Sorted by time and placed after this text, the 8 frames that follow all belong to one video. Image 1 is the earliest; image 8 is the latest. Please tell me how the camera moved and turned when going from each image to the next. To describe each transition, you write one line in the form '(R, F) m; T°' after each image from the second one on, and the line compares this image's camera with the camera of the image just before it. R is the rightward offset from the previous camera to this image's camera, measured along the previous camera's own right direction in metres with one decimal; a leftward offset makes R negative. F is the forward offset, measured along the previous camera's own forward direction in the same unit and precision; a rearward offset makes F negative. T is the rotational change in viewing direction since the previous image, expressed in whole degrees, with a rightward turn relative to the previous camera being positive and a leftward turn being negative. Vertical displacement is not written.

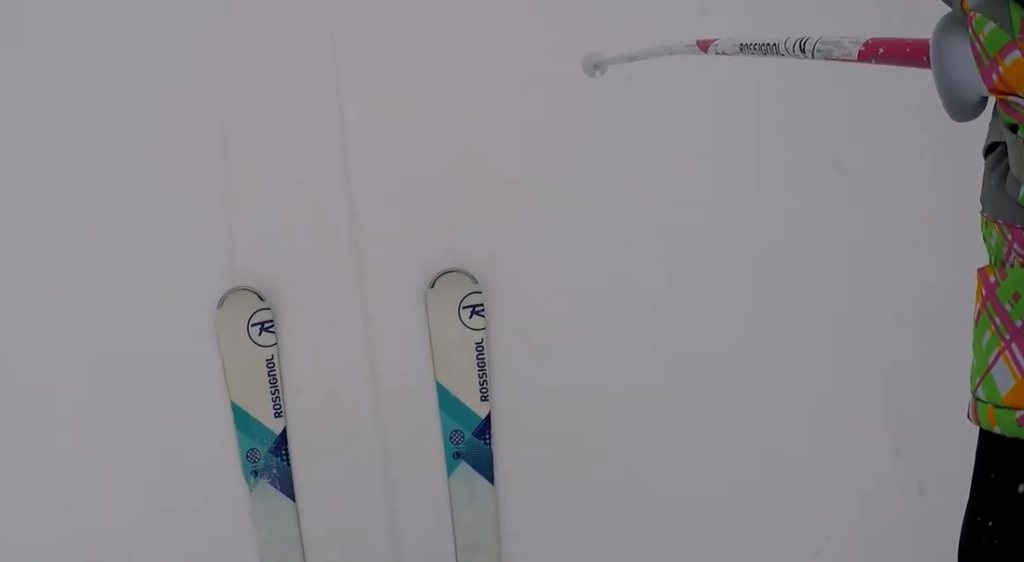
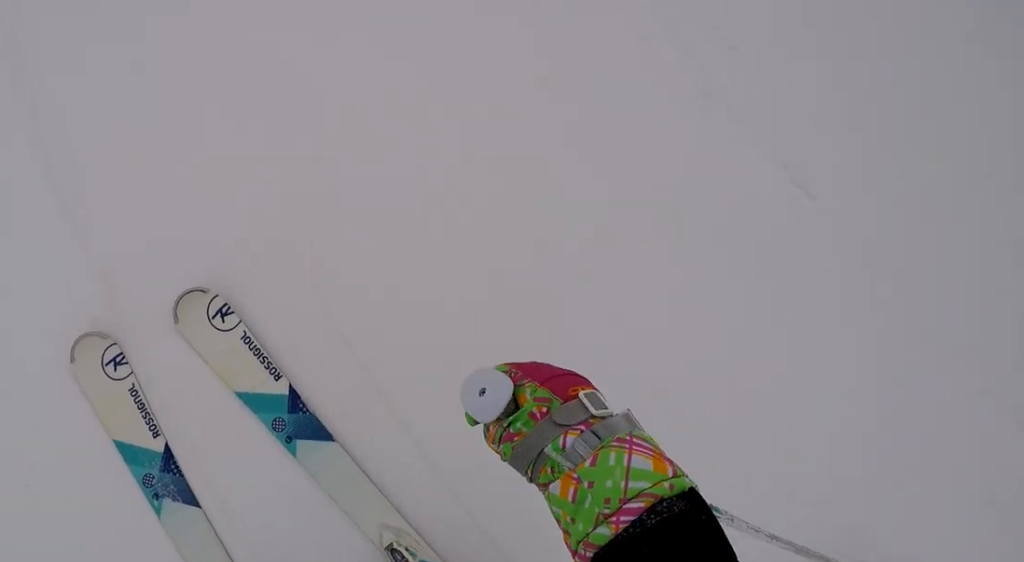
(-0.2, +2.9) m; -10°
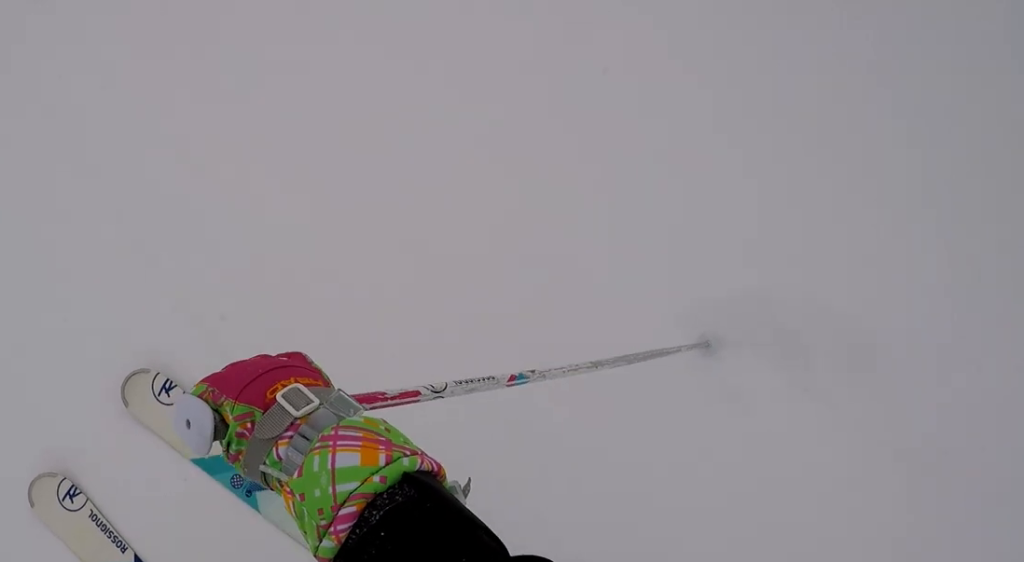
(-0.5, +1.8) m; +5°
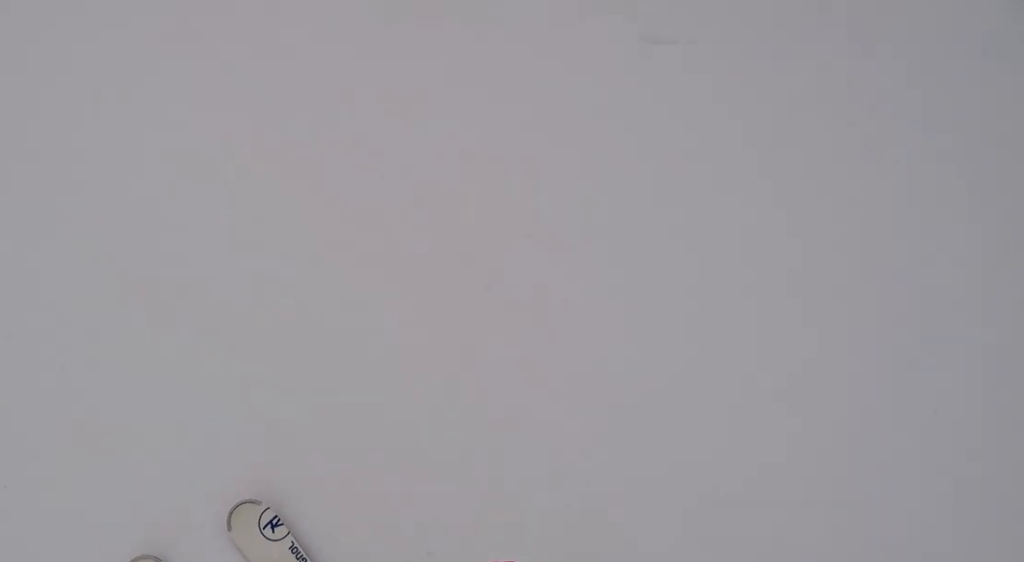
(+0.9, +2.9) m; +17°
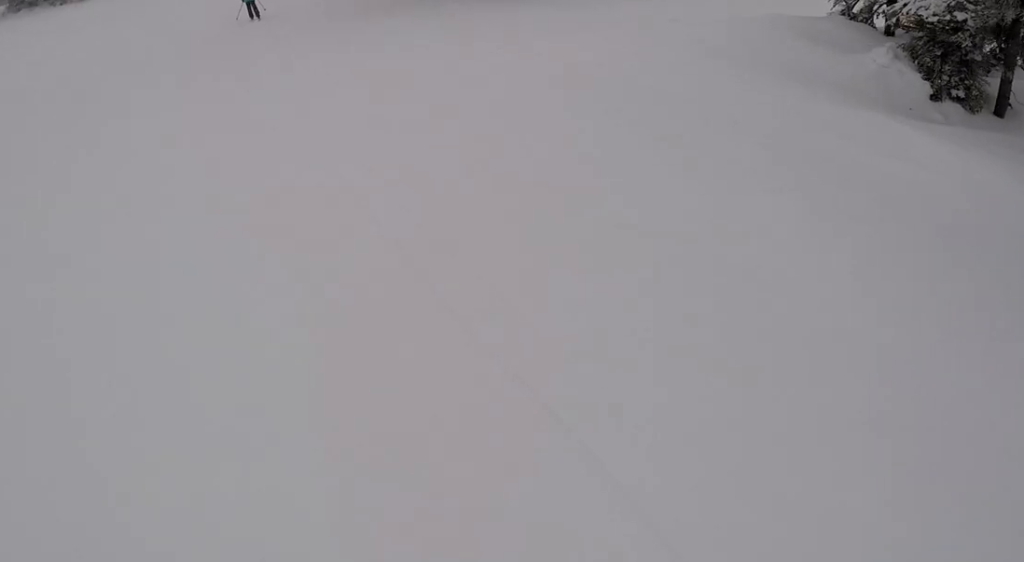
(0.0, +3.4) m; -1°
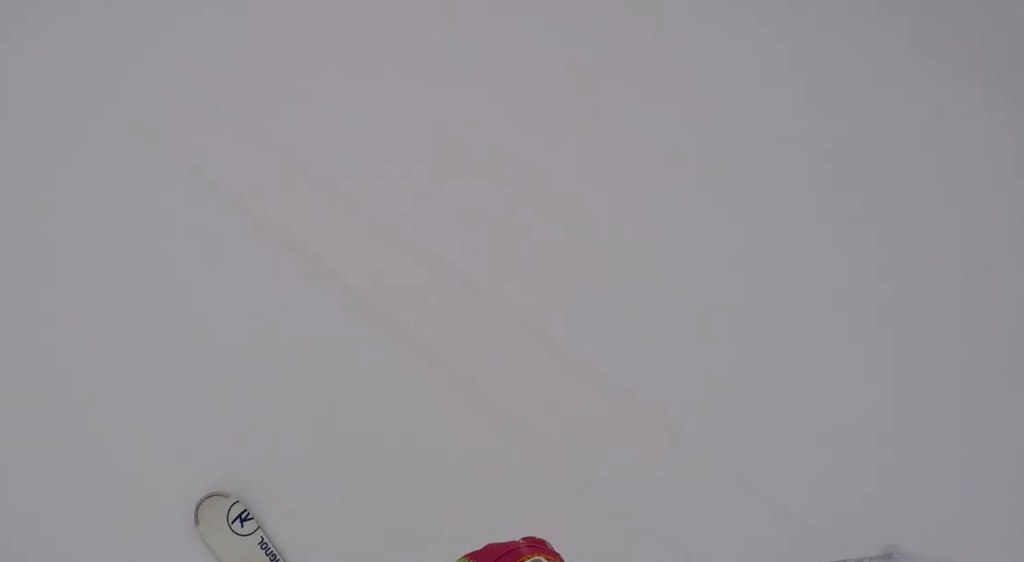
(-0.1, +3.2) m; -5°
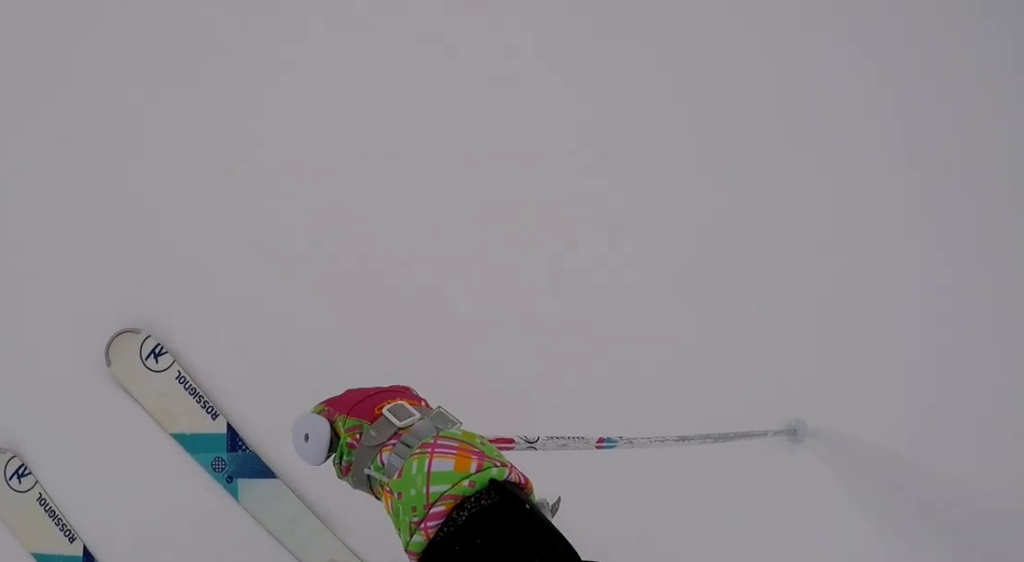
(-0.1, +3.3) m; -2°
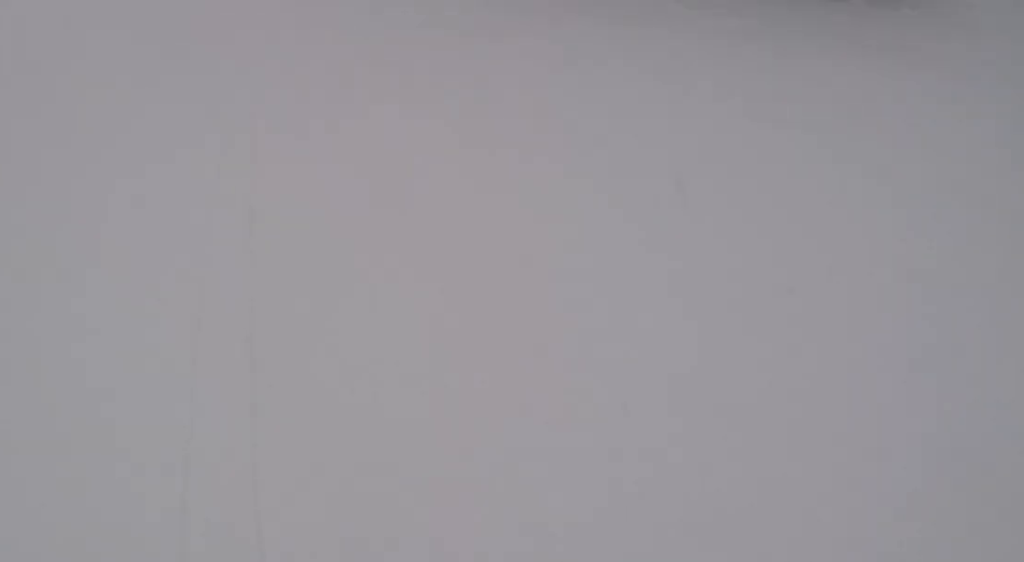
(-0.3, +5.3) m; +9°
